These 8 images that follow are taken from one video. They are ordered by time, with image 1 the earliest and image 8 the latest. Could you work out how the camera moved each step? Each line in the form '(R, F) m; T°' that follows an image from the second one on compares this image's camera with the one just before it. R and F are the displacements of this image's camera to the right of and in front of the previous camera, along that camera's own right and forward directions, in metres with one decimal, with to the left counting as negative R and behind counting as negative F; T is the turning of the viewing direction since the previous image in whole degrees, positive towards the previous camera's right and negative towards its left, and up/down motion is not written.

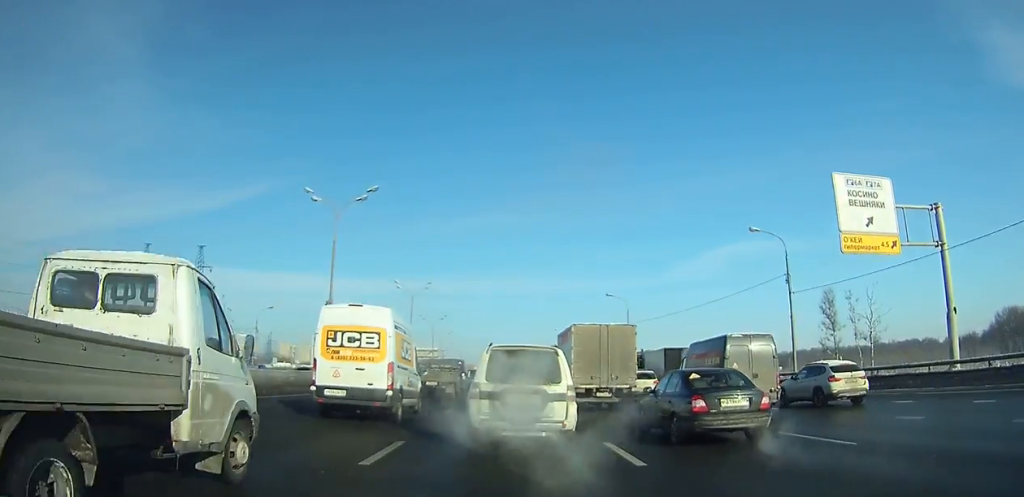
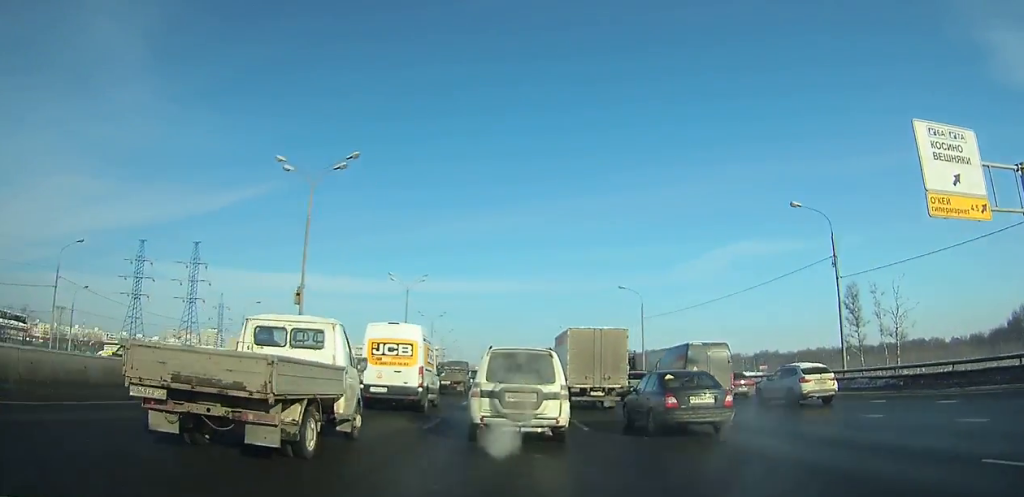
(-0.1, +5.5) m; -1°
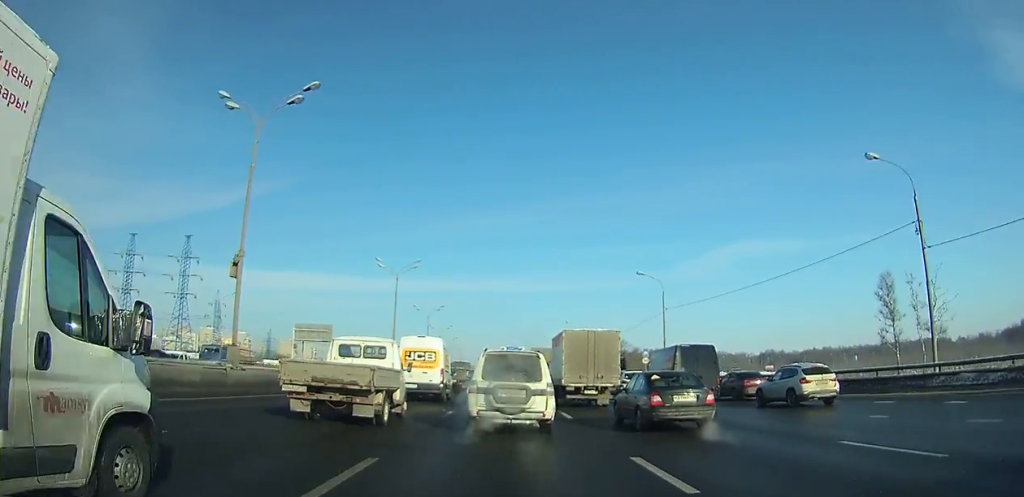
(0.0, +7.1) m; 0°
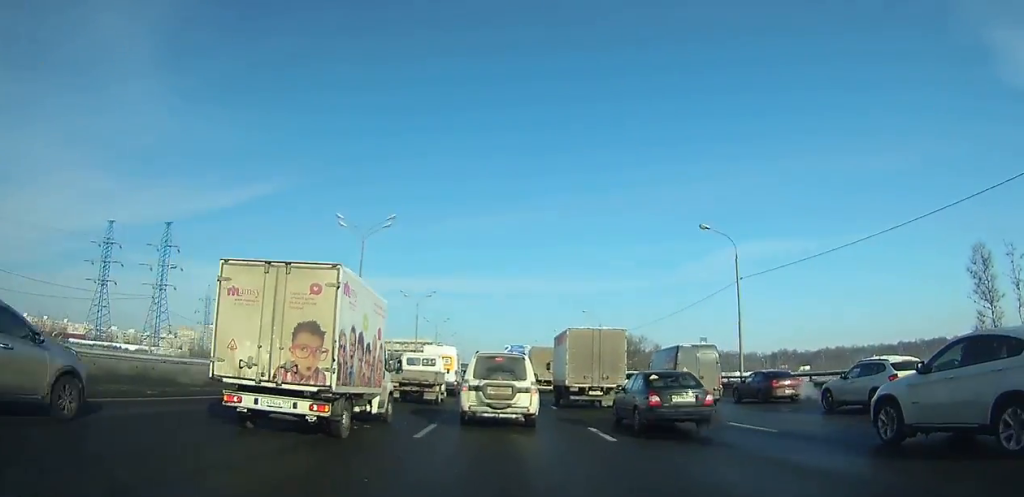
(0.0, +15.6) m; 0°
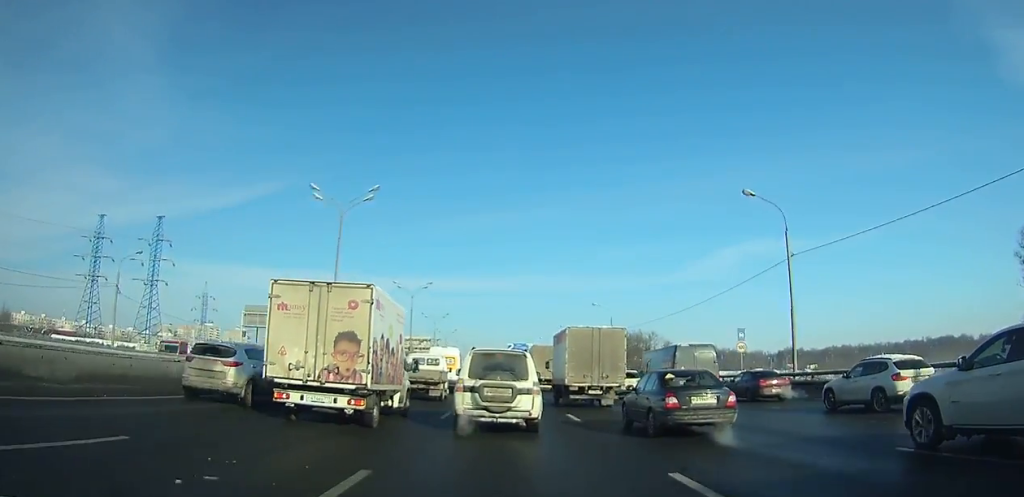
(0.0, +6.4) m; 0°
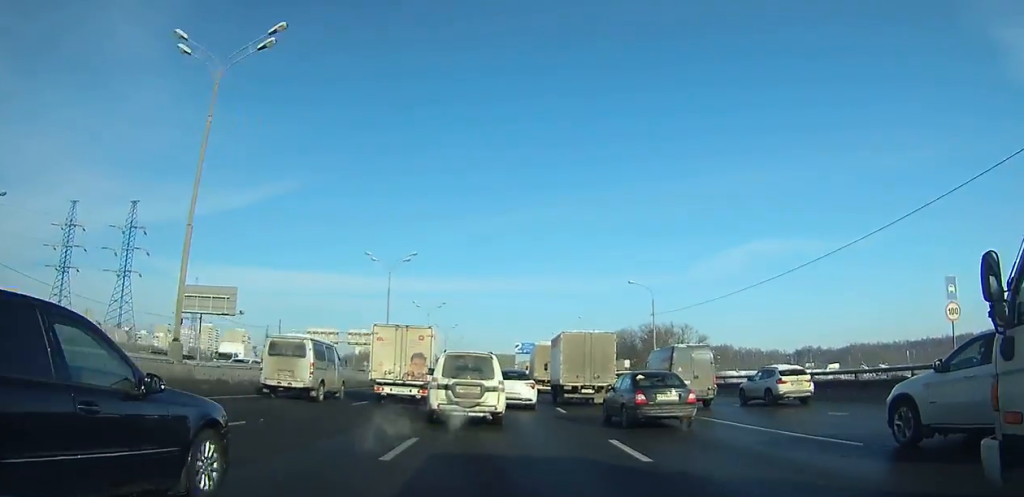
(0.0, +20.5) m; 0°
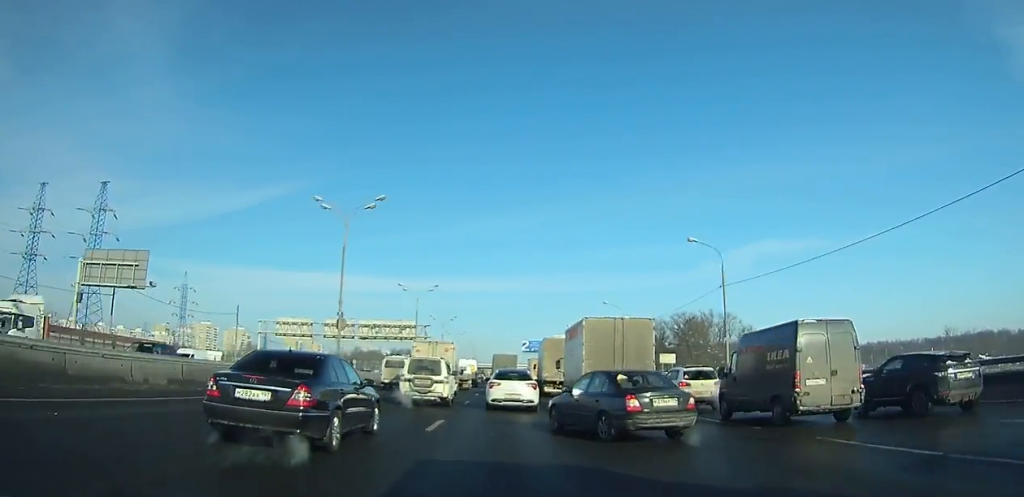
(0.0, +19.6) m; 0°
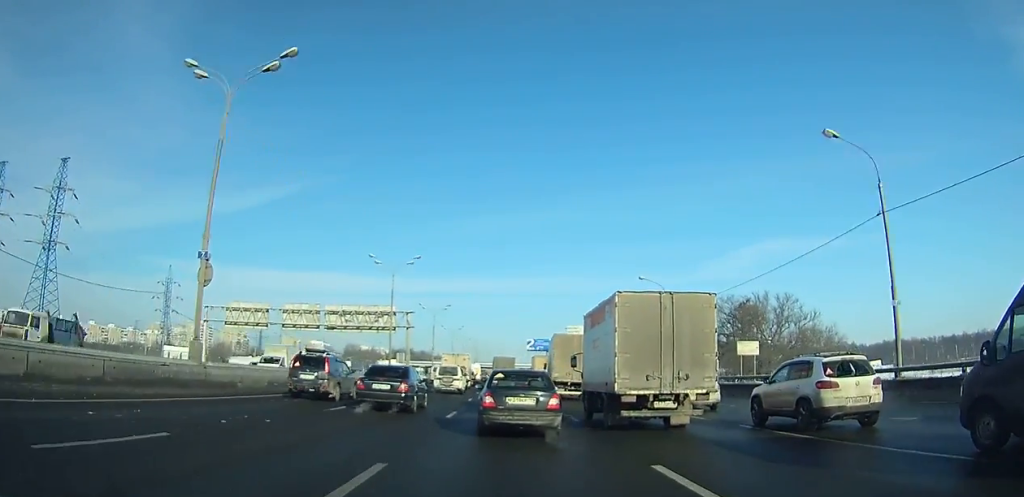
(0.0, +23.8) m; 0°
